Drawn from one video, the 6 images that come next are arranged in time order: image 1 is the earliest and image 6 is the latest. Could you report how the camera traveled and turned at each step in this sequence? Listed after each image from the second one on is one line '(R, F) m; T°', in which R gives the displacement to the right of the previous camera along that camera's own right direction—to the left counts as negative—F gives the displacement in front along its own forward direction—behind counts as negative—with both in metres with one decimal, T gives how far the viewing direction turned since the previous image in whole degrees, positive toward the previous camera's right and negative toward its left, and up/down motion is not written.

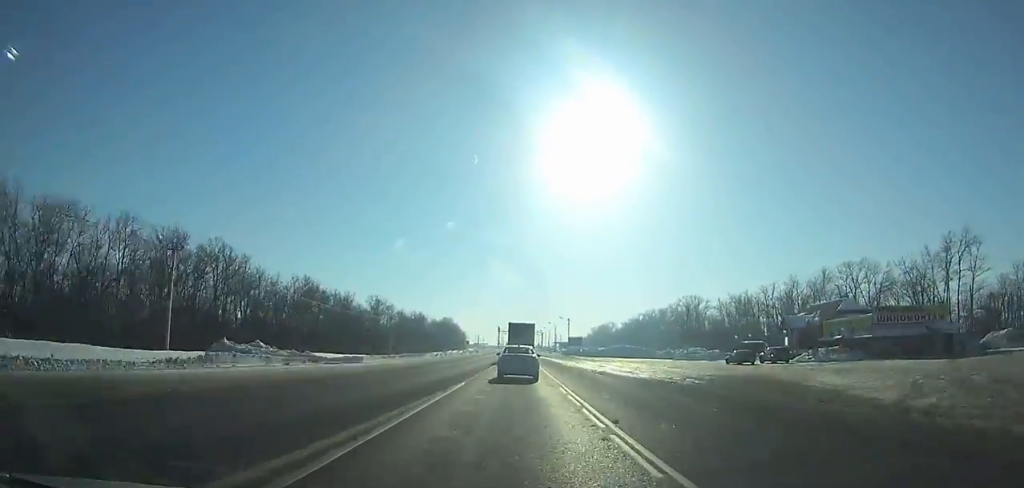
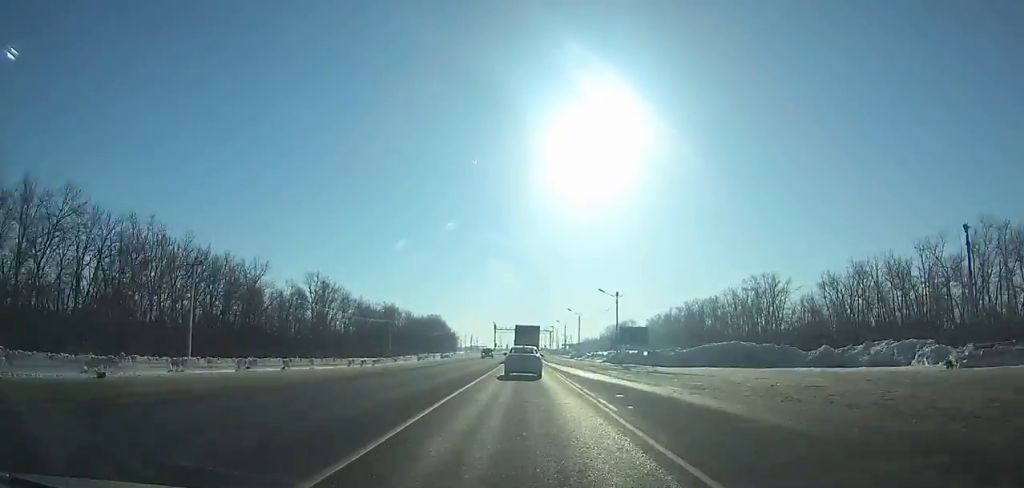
(+0.8, +66.9) m; +2°
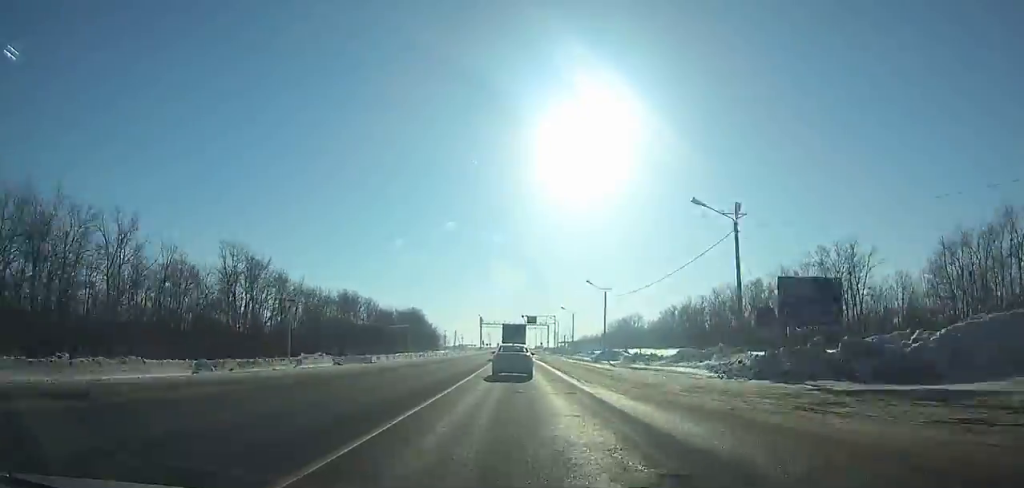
(+0.3, +41.1) m; +1°
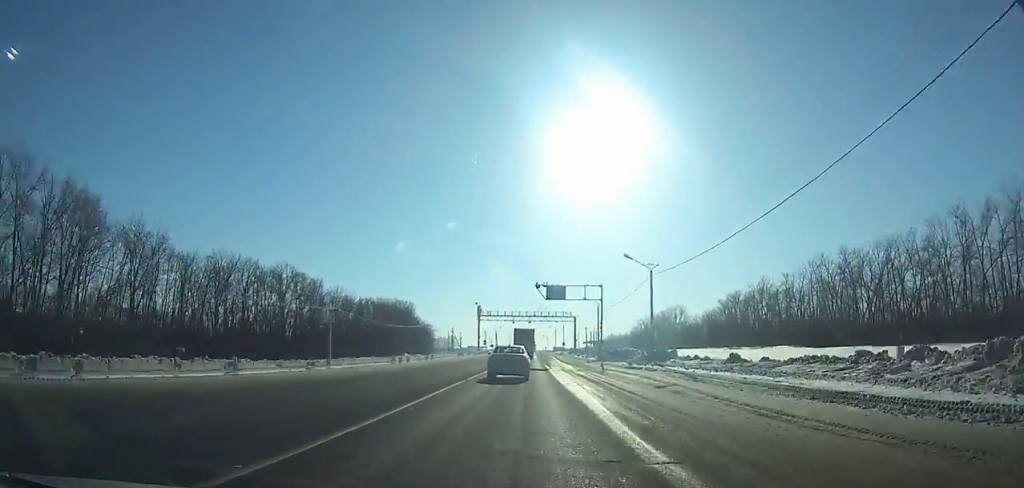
(-0.7, +60.1) m; -1°
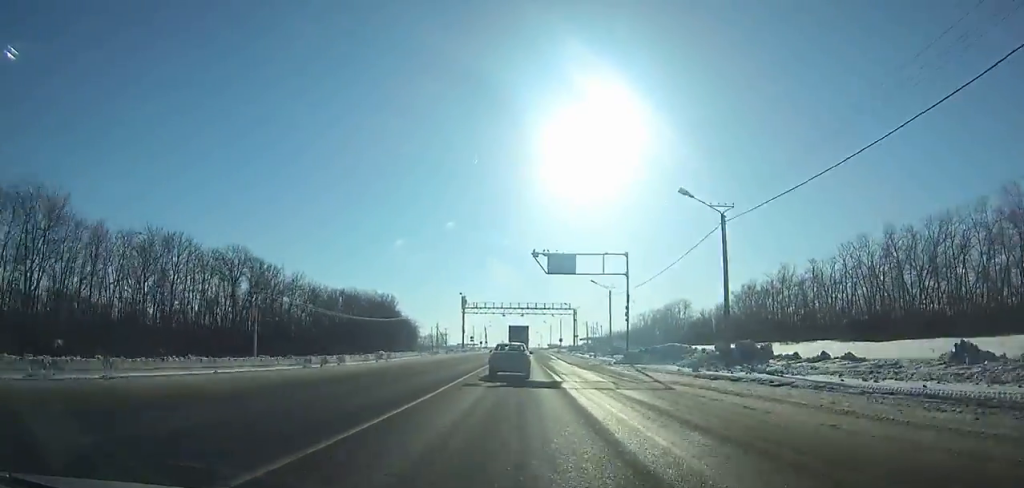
(-0.1, +19.0) m; 0°
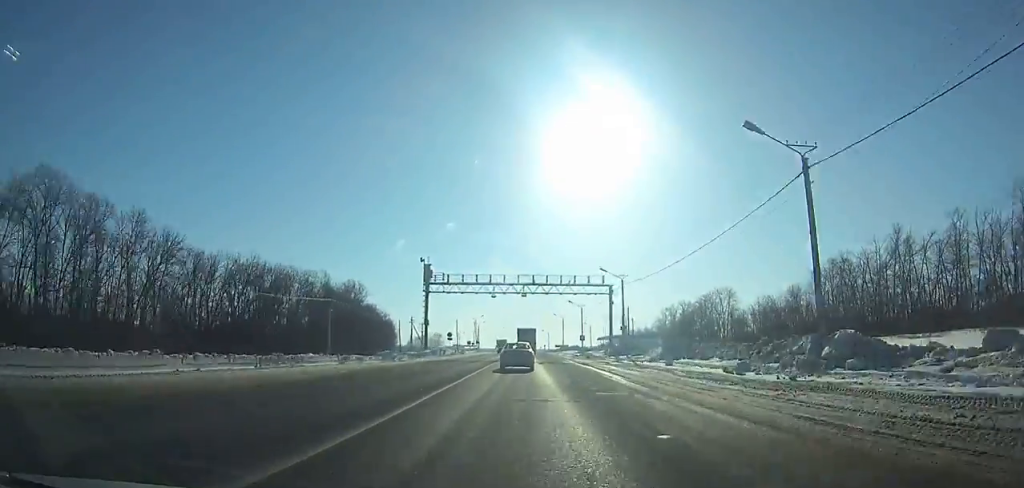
(0.0, +50.3) m; 0°
